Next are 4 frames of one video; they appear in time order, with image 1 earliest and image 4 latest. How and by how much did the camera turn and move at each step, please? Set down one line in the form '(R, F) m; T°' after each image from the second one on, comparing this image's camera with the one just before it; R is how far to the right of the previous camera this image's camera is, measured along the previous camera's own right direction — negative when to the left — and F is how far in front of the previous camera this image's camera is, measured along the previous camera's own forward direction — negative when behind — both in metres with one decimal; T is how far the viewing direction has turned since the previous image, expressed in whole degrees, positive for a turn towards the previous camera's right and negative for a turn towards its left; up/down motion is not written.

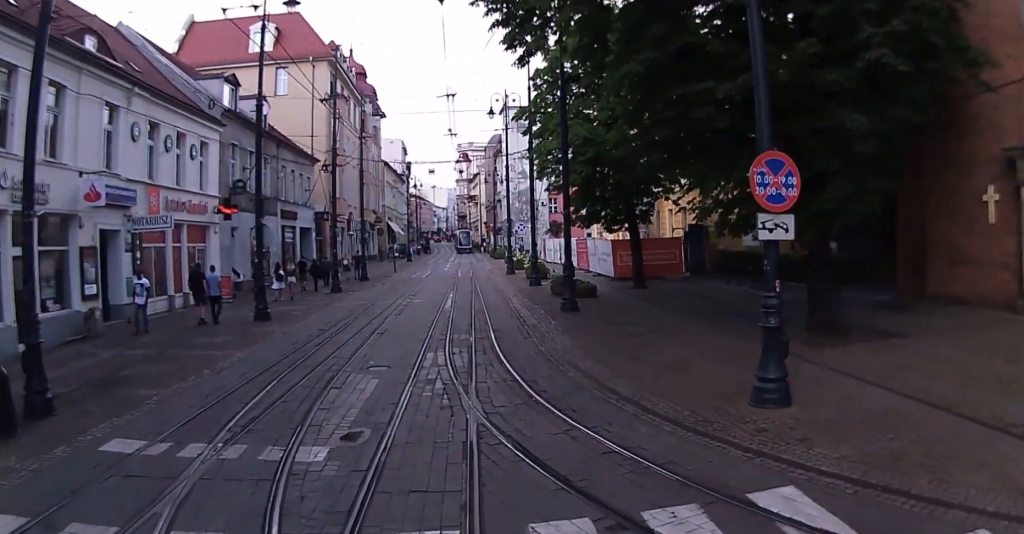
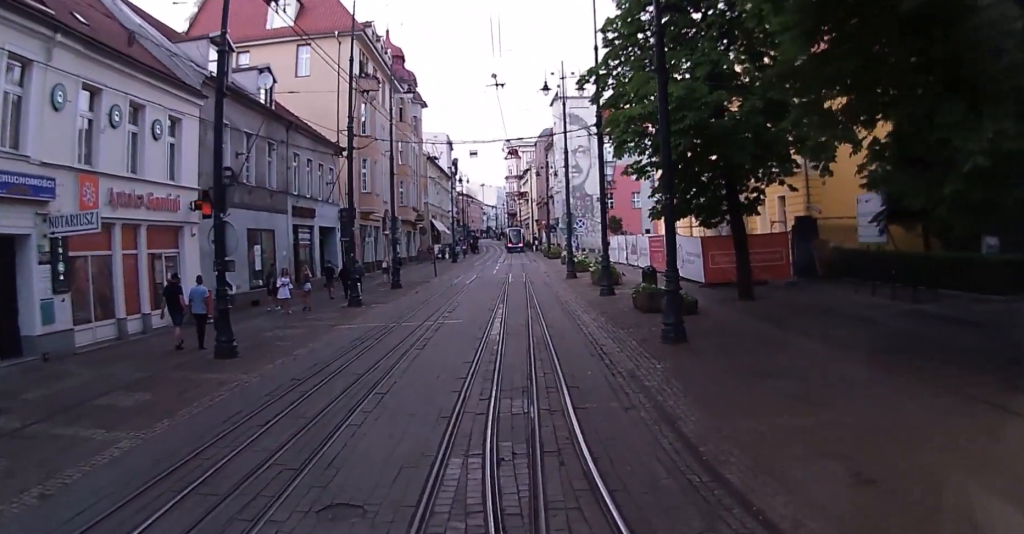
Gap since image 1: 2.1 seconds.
(-0.5, +5.6) m; -10°
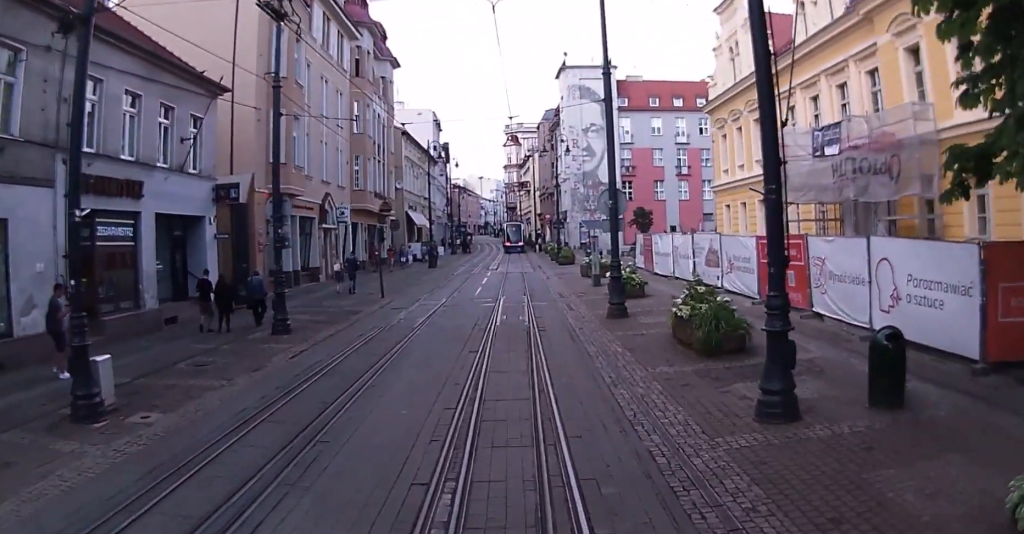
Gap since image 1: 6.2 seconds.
(+1.0, +14.9) m; +10°
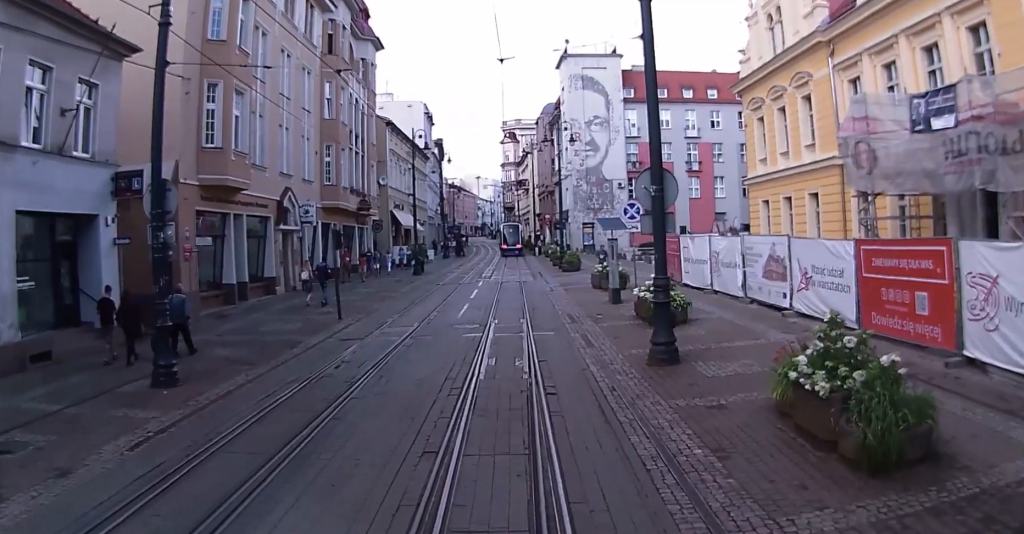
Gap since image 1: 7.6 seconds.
(0.0, +6.3) m; -3°
